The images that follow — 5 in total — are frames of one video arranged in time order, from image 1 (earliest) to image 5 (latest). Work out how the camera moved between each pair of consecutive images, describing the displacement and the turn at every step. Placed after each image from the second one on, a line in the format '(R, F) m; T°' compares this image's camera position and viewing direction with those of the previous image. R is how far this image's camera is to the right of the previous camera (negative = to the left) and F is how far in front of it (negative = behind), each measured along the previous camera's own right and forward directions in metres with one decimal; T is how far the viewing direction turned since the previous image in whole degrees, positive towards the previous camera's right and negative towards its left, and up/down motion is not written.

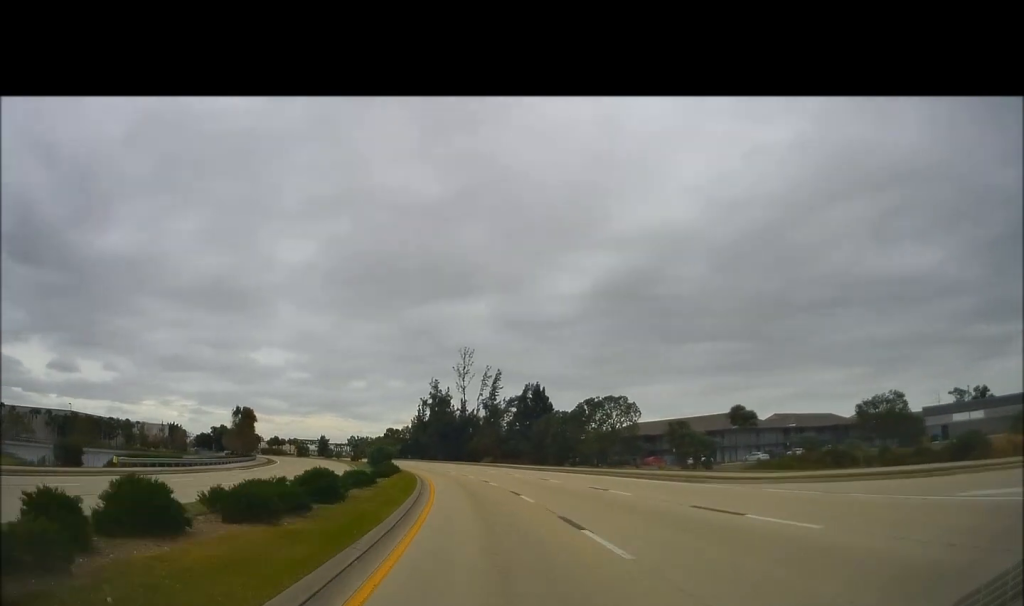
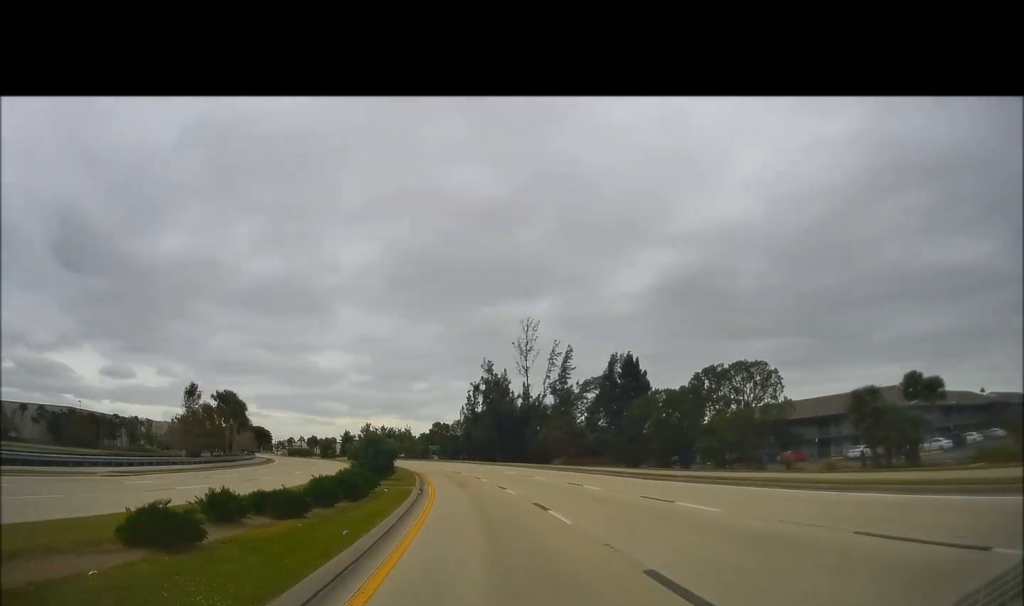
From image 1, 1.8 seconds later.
(-1.5, +31.1) m; -6°
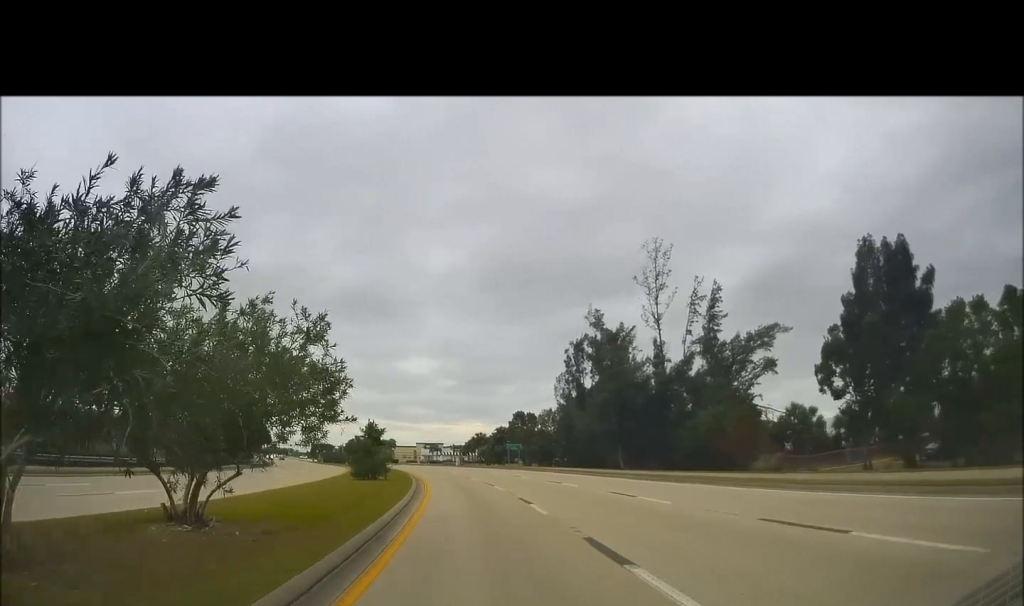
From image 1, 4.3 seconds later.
(-2.5, +44.3) m; -7°
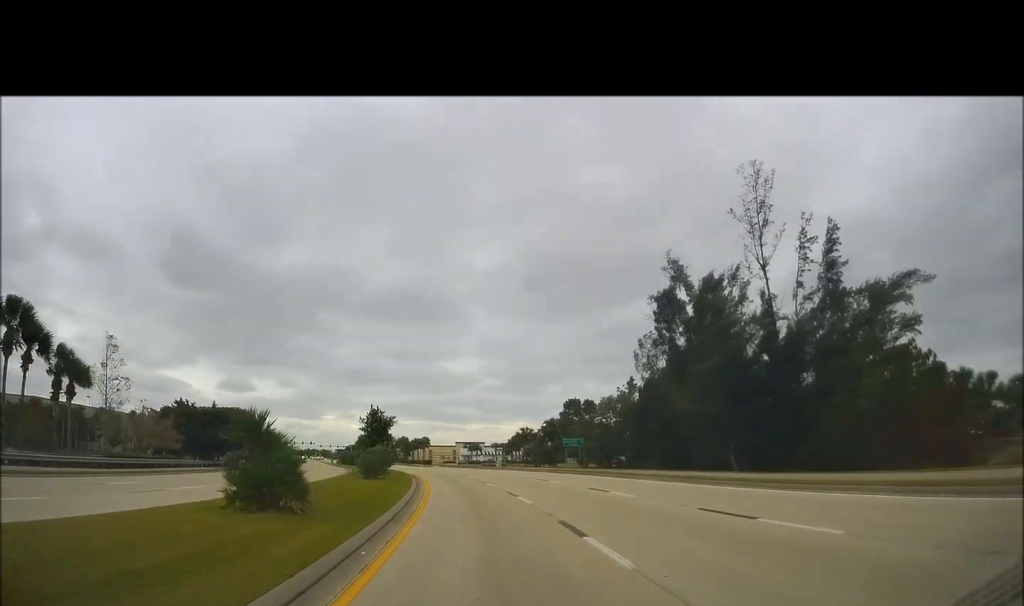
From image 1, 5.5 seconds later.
(-1.0, +19.9) m; -4°
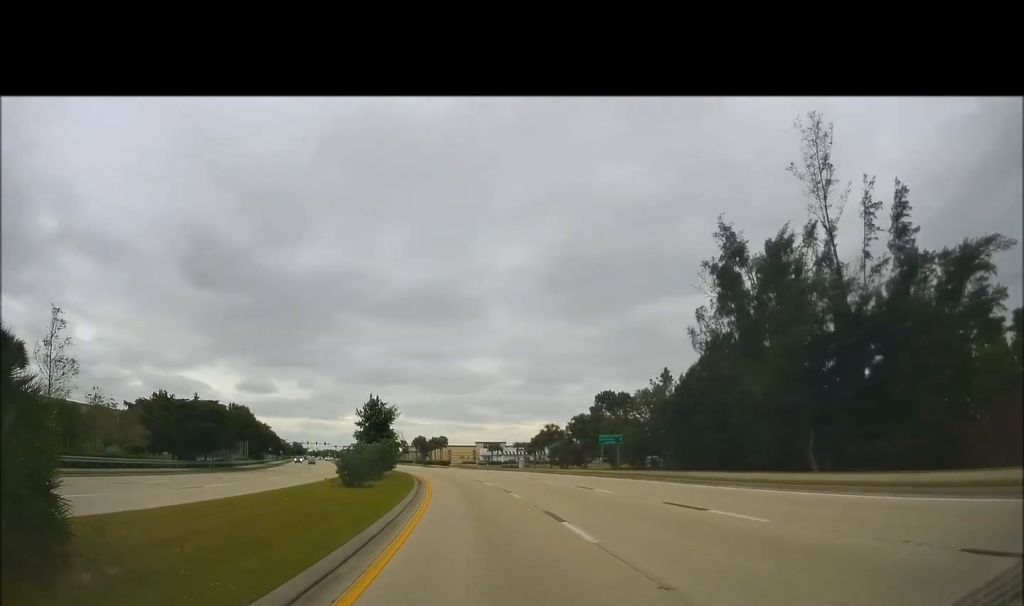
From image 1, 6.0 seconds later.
(-0.2, +8.7) m; -1°
